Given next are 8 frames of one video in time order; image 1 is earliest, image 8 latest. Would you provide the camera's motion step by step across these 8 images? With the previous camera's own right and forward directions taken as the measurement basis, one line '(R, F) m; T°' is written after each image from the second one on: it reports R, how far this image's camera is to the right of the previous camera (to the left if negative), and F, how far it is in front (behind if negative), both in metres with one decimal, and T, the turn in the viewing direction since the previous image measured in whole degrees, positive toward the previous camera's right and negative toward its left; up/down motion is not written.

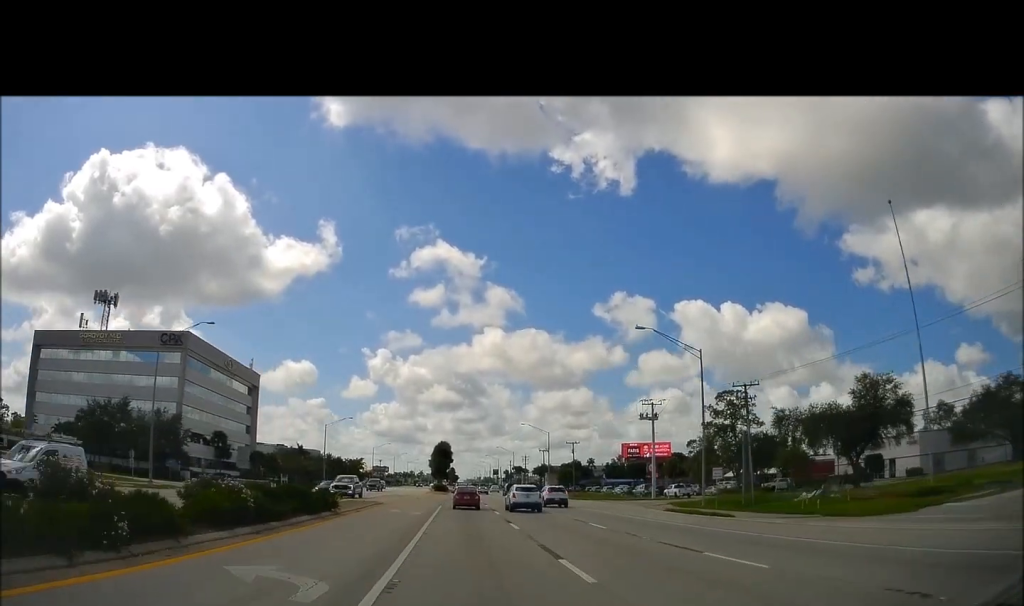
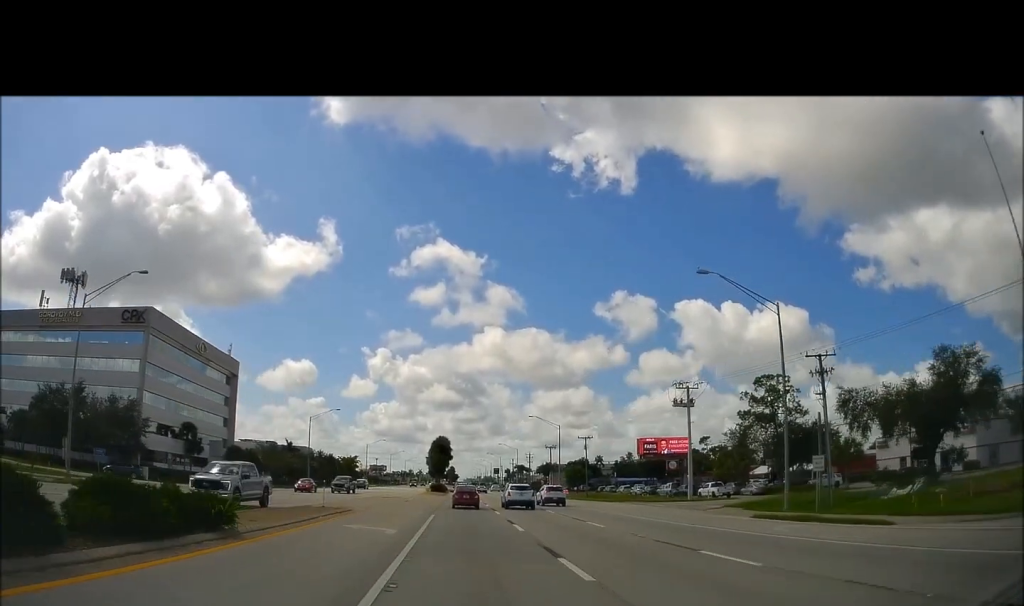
(-0.3, +12.0) m; 0°
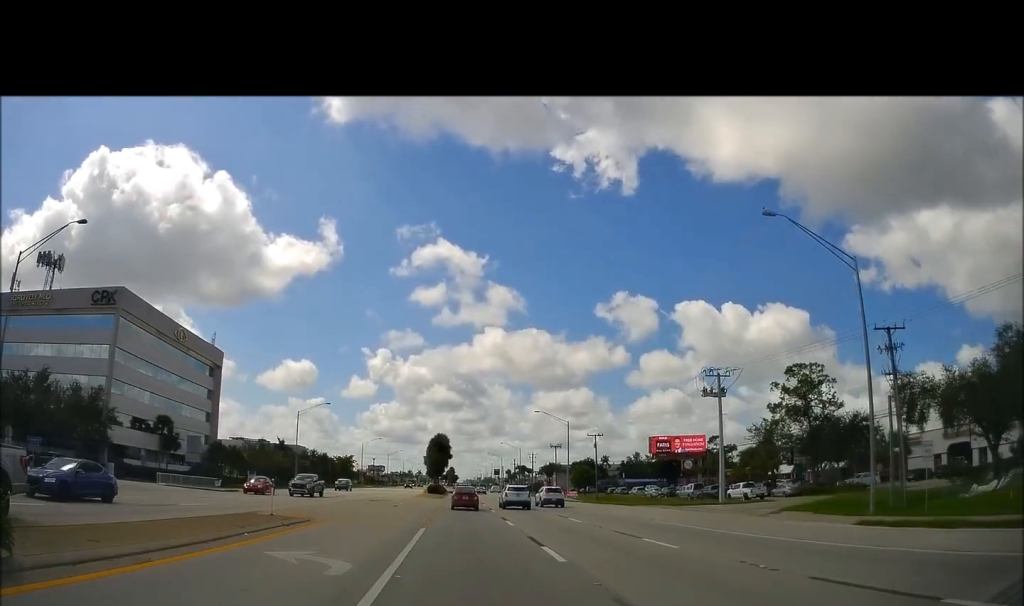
(+0.2, +8.0) m; 0°
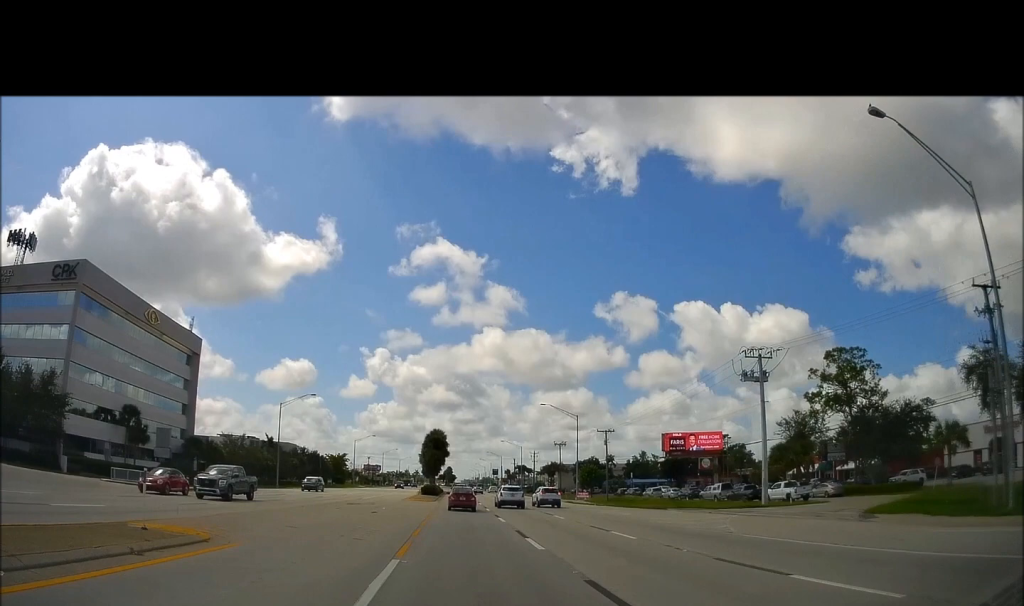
(+0.2, +8.6) m; 0°
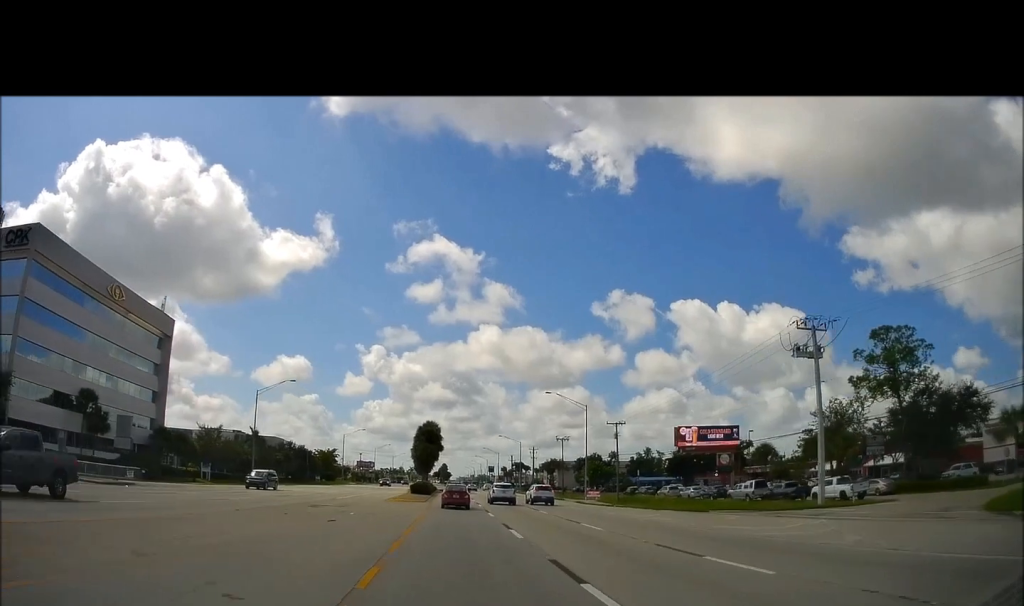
(-0.1, +8.8) m; 0°
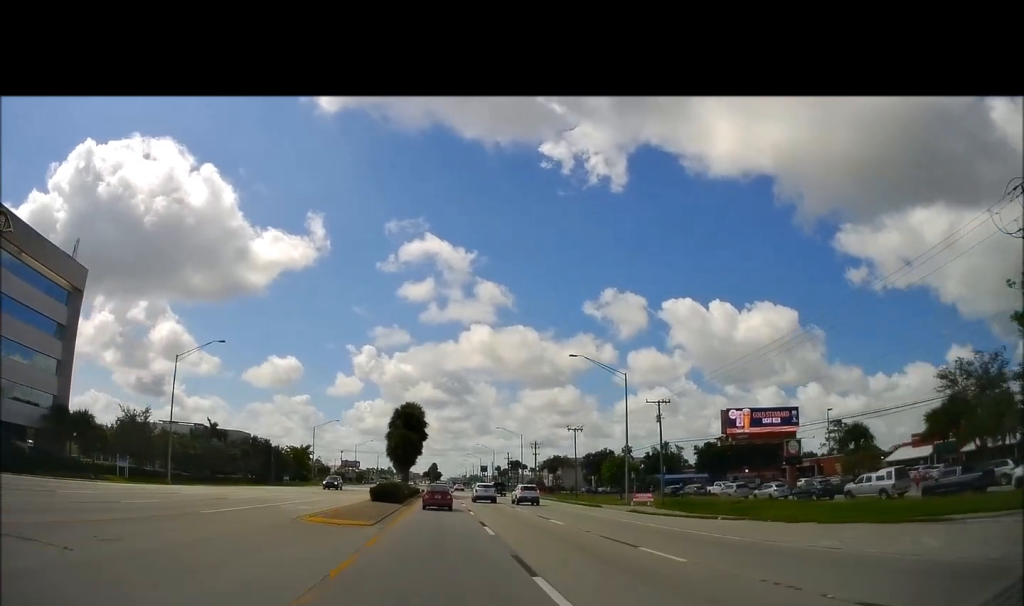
(-0.1, +21.9) m; +1°
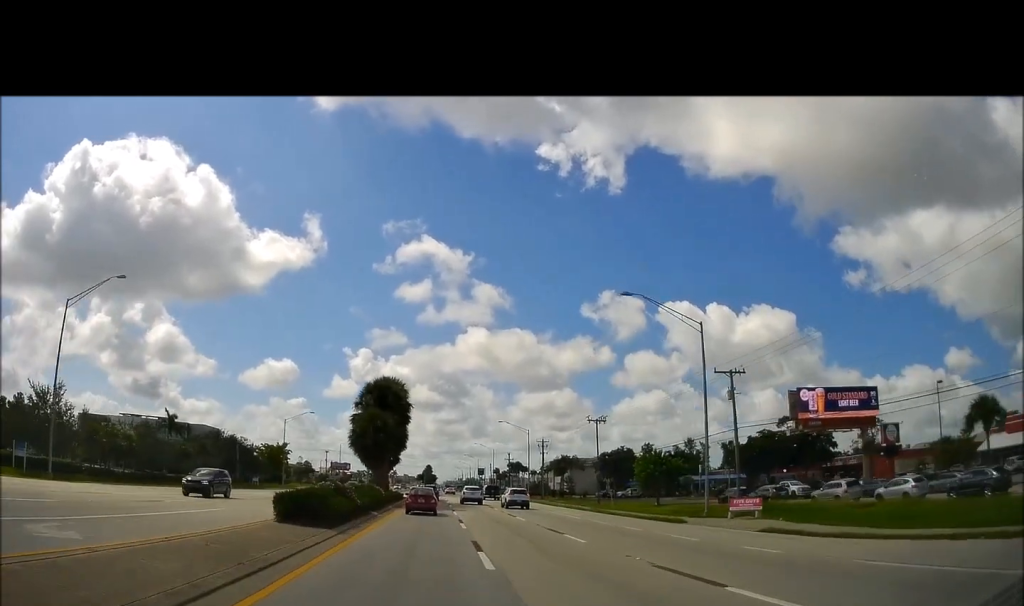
(+0.3, +18.3) m; +1°
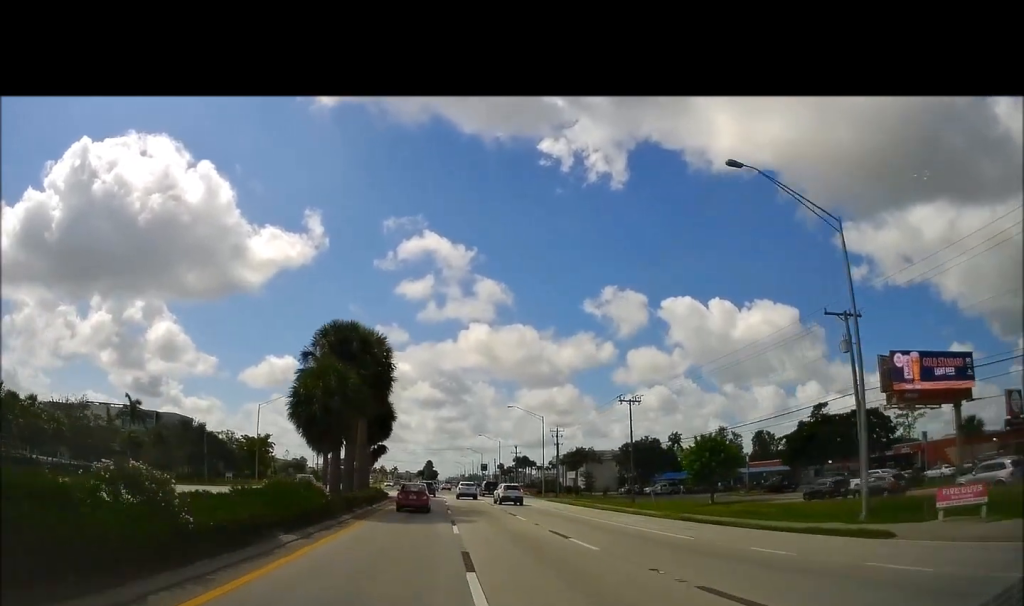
(0.0, +14.5) m; 0°
